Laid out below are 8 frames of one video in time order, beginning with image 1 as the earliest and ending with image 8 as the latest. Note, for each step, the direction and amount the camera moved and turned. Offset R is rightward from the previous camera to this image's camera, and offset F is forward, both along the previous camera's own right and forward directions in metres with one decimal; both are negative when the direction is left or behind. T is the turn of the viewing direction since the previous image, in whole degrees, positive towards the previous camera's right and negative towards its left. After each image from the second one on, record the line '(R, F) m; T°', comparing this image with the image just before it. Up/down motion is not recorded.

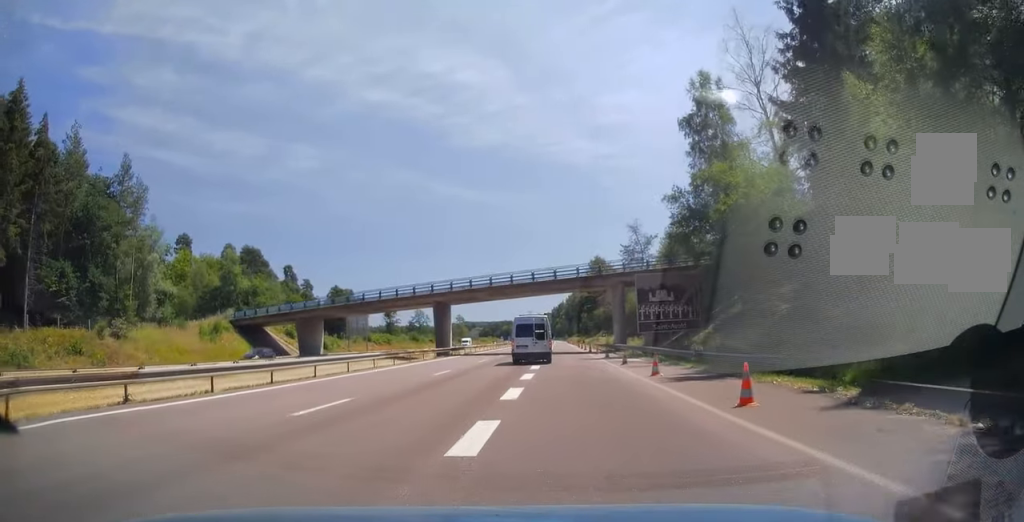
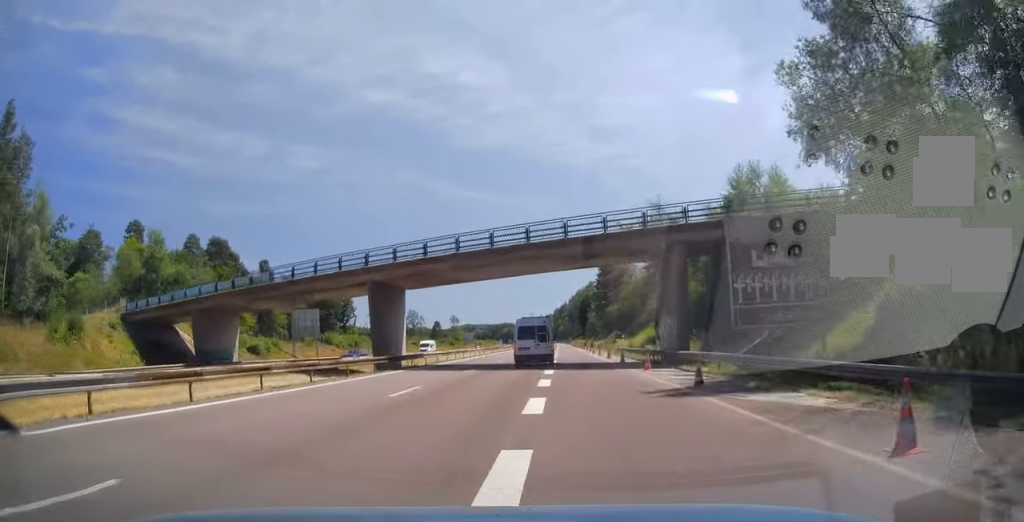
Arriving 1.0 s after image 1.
(-0.3, +22.3) m; -1°
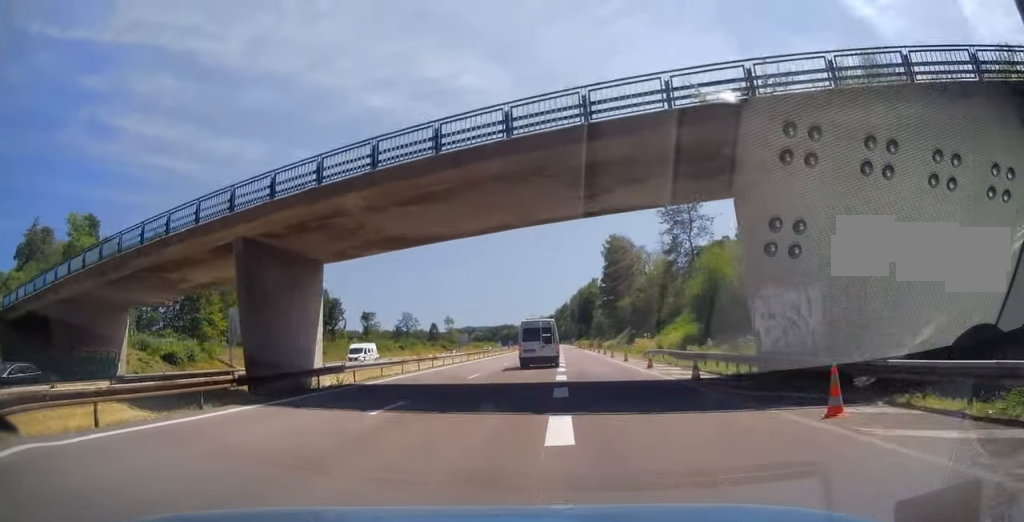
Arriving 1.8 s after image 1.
(0.0, +16.3) m; +1°
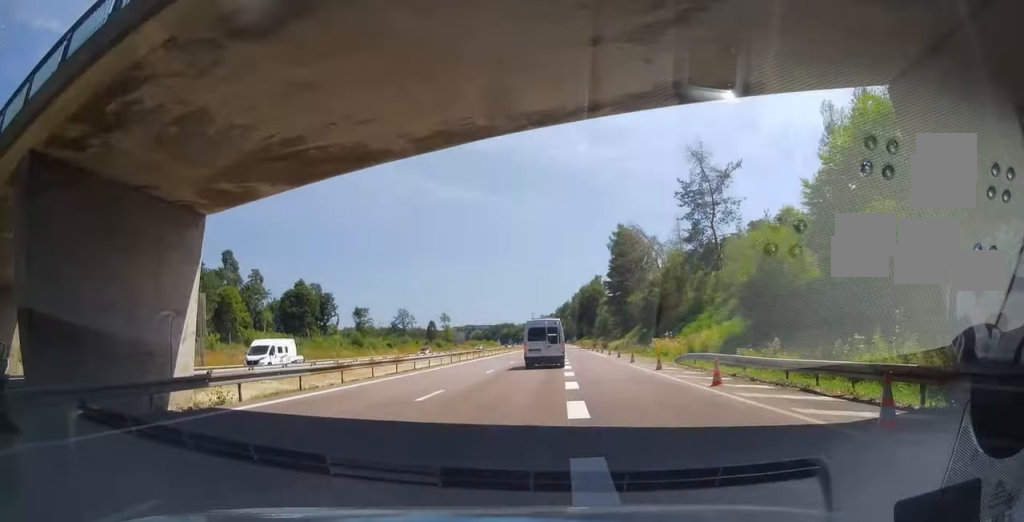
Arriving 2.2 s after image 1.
(+0.2, +10.4) m; 0°
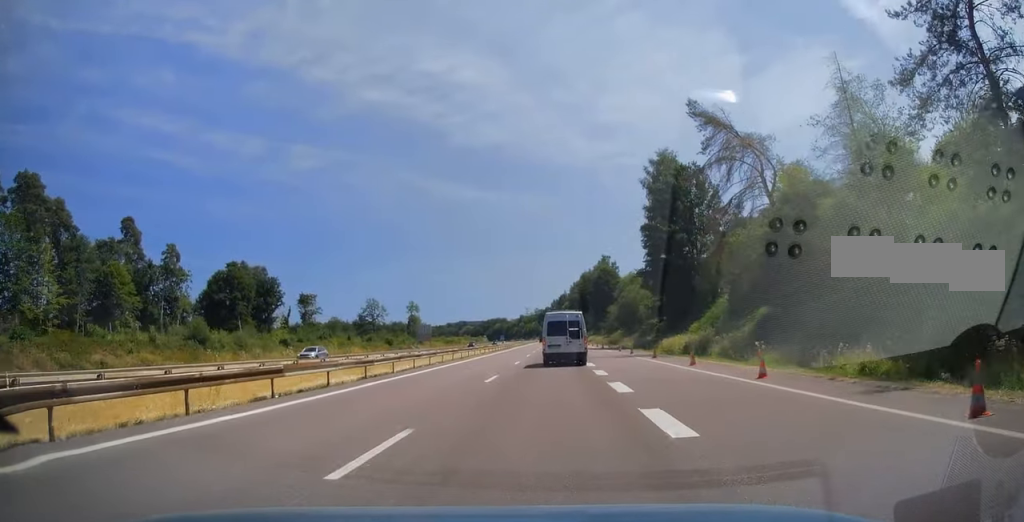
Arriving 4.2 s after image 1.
(+0.5, +48.7) m; +1°
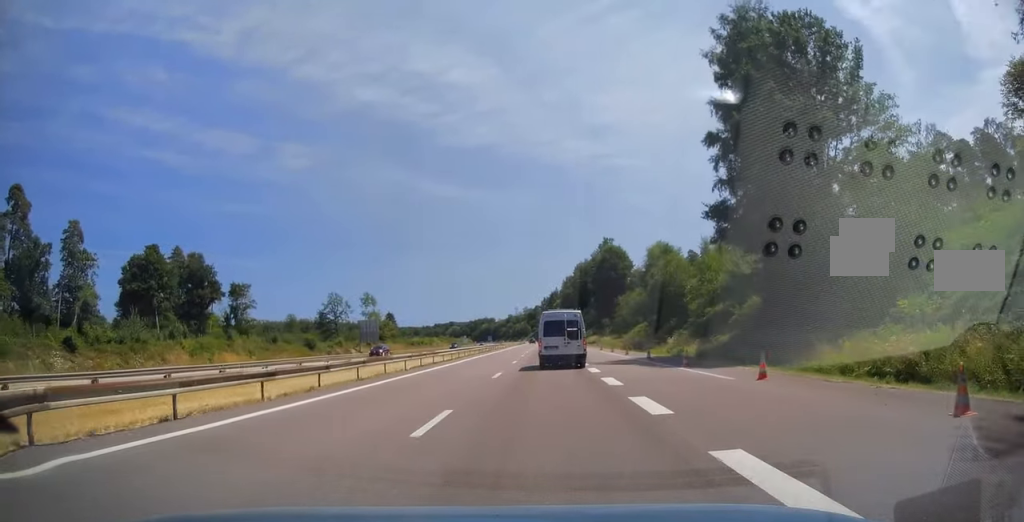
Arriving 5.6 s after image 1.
(-0.3, +36.8) m; 0°
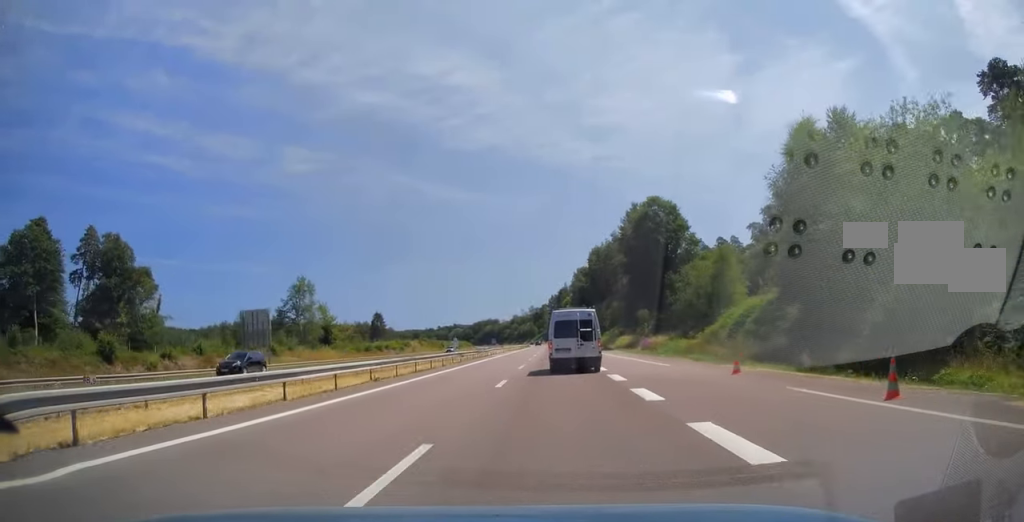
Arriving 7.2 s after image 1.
(+0.6, +43.7) m; 0°
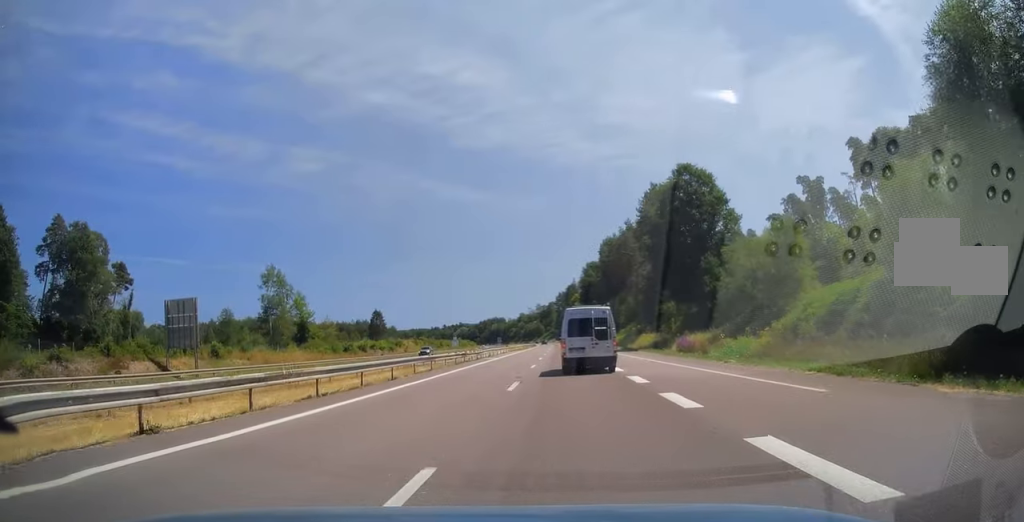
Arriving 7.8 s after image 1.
(0.0, +14.8) m; -1°
